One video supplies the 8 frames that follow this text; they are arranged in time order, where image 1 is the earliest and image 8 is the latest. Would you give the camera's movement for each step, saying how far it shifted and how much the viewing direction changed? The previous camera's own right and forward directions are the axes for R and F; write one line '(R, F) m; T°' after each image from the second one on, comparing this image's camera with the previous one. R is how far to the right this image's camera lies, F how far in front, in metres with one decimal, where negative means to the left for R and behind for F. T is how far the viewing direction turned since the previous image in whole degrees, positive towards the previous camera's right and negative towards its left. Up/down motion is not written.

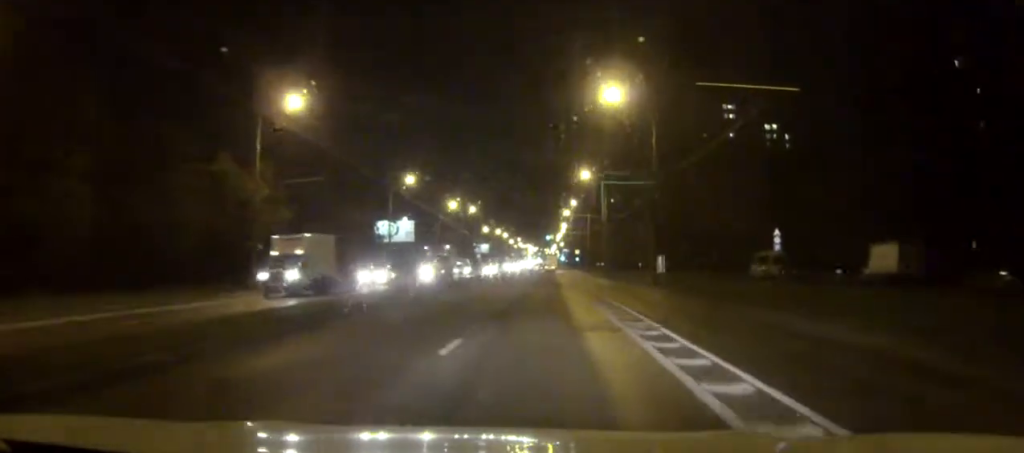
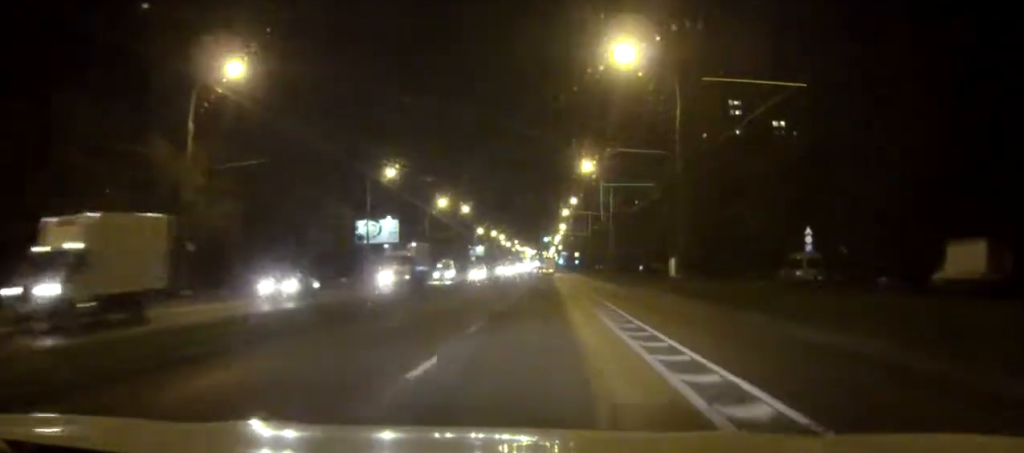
(0.0, +10.4) m; 0°
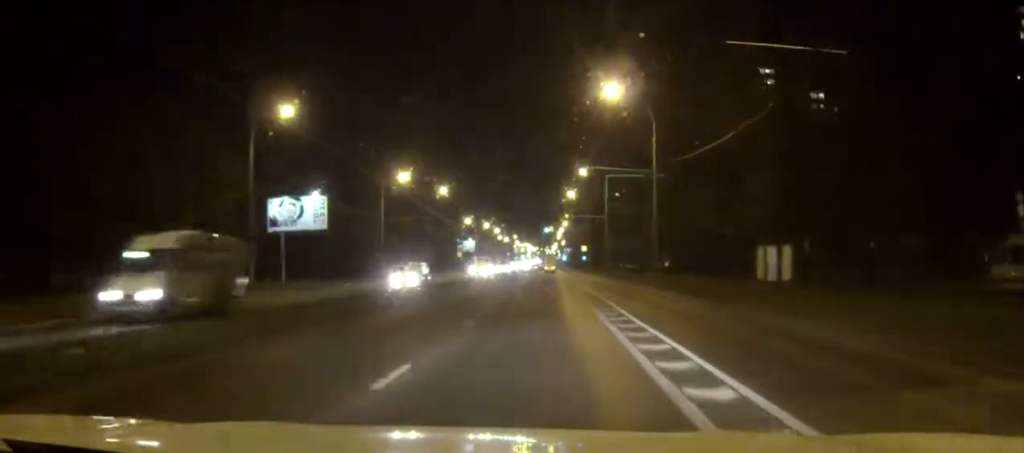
(0.0, +33.4) m; 0°
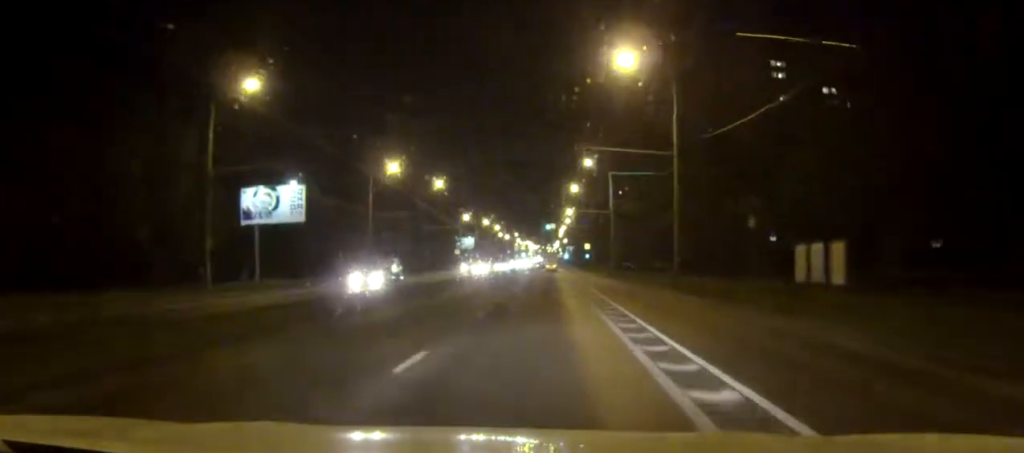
(0.0, +7.0) m; 0°
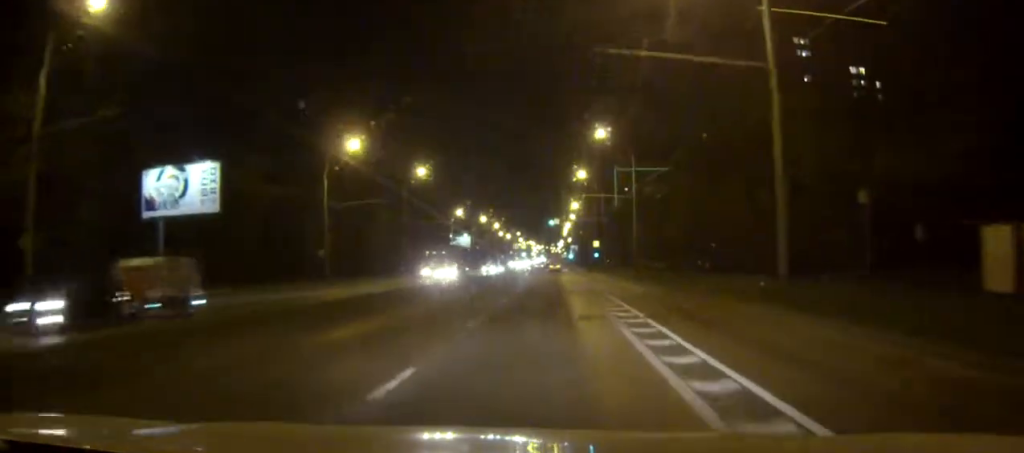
(-0.1, +17.7) m; 0°
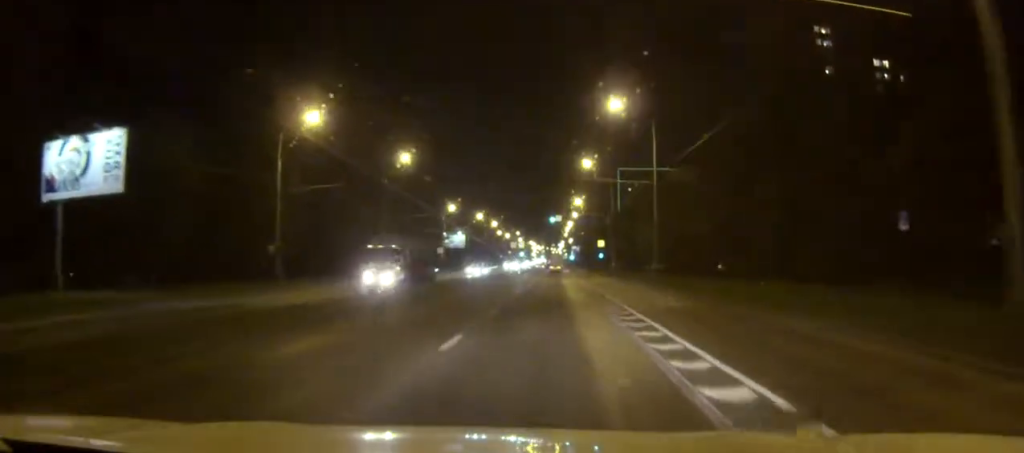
(-0.1, +11.8) m; 0°
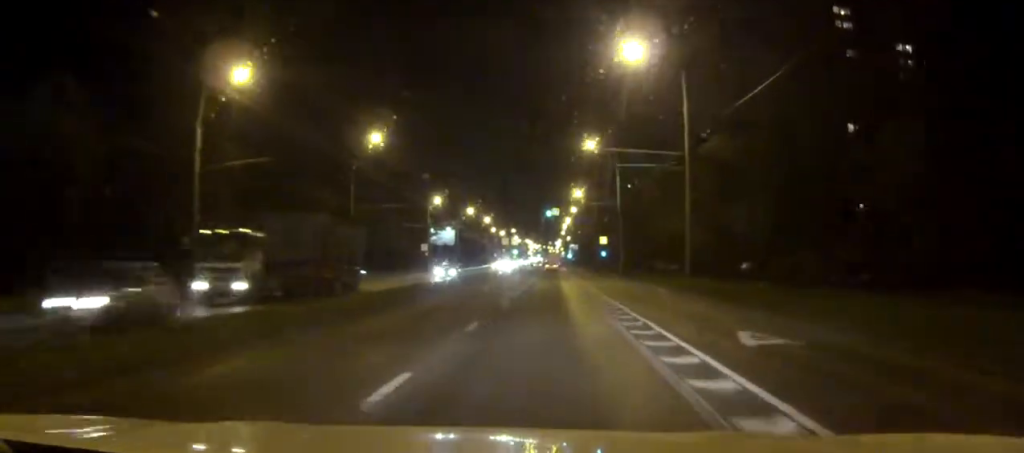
(0.0, +12.8) m; 0°
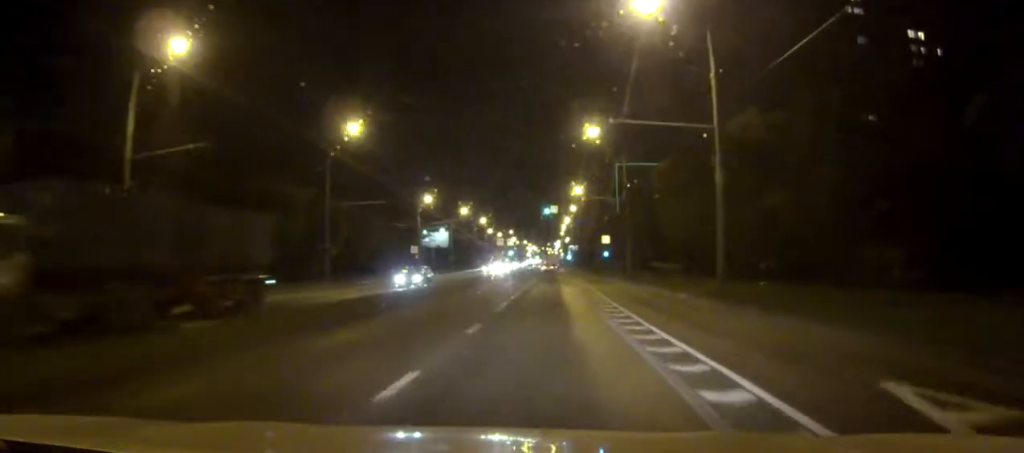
(0.0, +7.5) m; 0°
